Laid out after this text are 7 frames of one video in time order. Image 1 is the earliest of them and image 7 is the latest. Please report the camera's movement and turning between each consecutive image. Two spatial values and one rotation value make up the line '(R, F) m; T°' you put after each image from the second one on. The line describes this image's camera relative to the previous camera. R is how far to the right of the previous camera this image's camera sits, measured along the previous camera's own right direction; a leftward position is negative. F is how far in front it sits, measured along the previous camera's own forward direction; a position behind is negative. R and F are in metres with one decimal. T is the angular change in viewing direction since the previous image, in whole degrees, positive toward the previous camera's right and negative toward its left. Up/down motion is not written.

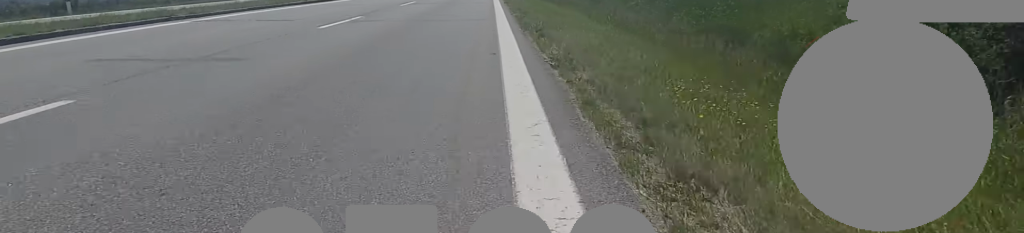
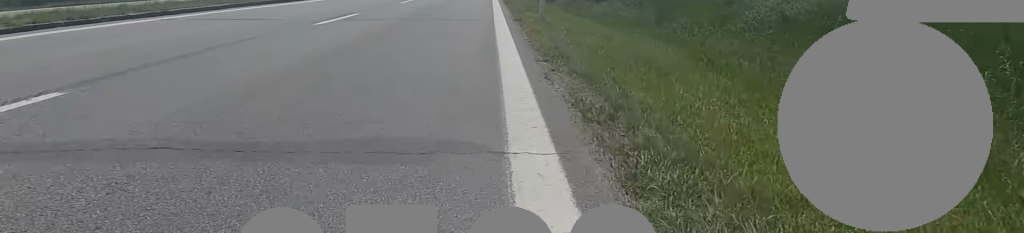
(-0.8, +9.3) m; -1°
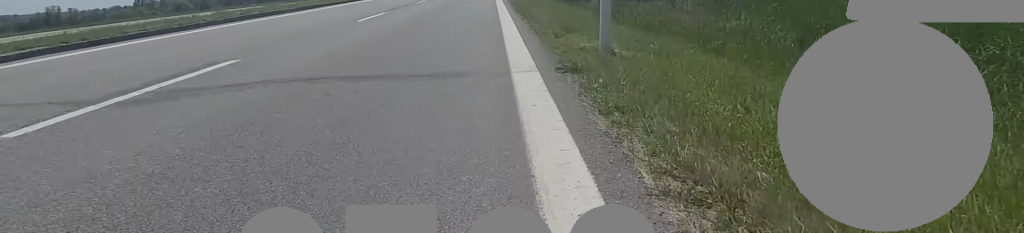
(+0.5, +6.4) m; 0°
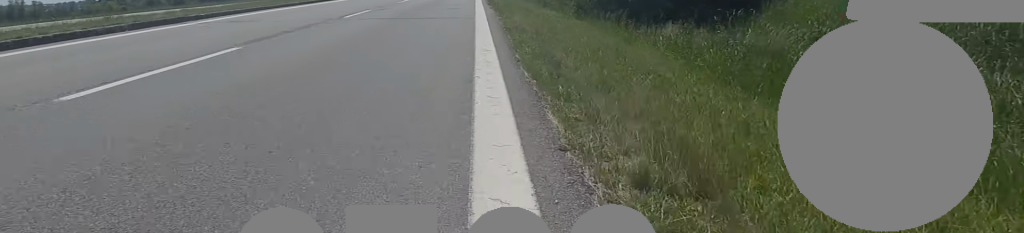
(-0.4, +8.0) m; +1°
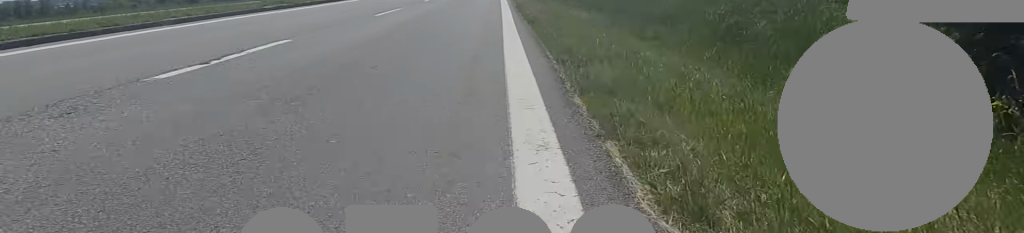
(+1.6, +17.4) m; +1°
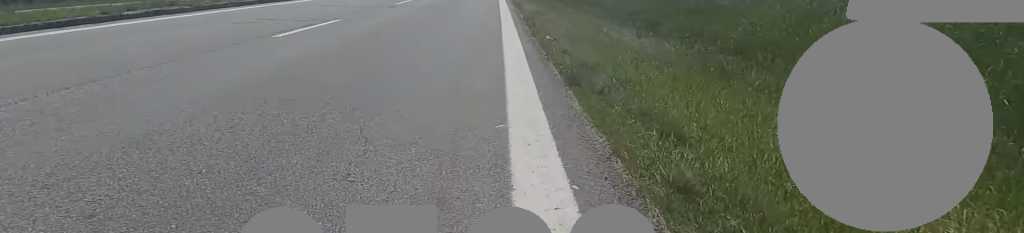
(-0.6, +6.3) m; -1°
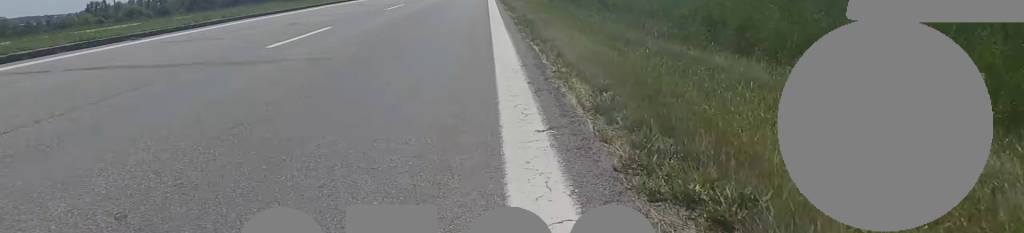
(+0.3, +9.0) m; 0°
